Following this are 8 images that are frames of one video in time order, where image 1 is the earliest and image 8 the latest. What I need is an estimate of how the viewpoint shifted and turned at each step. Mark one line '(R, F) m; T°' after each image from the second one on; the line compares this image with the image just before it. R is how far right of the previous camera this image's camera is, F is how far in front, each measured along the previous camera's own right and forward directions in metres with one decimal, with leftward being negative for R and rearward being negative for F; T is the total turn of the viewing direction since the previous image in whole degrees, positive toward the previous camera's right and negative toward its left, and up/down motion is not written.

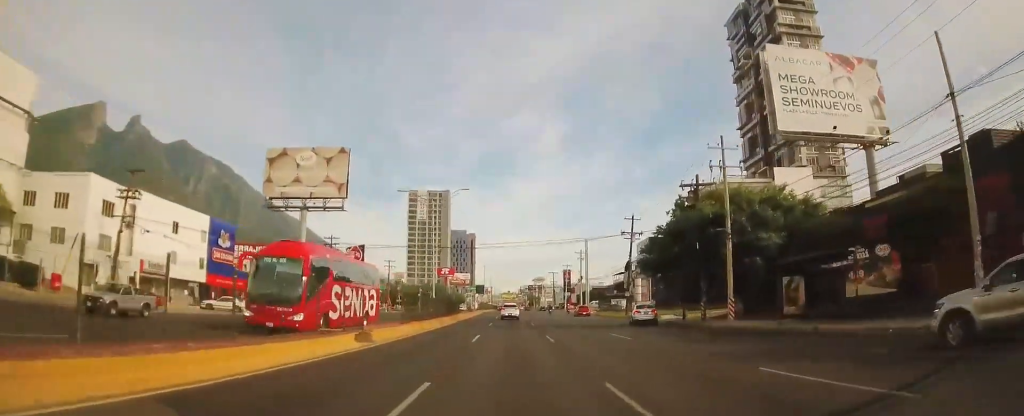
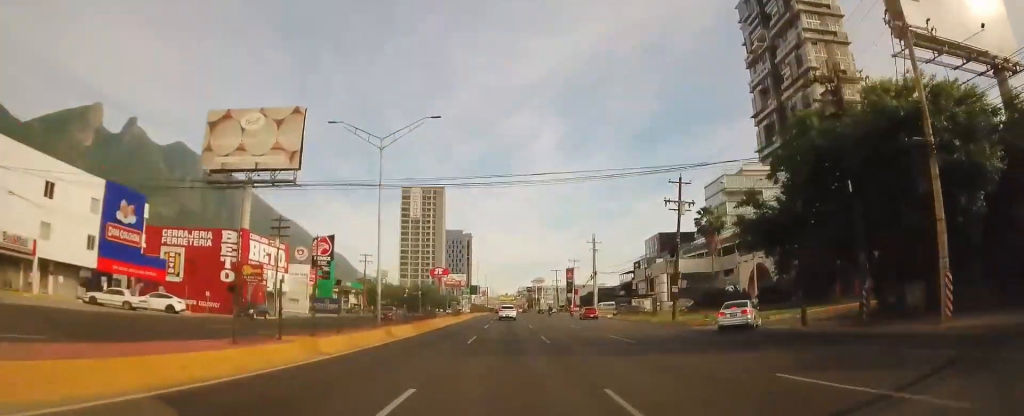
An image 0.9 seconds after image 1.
(-0.2, +17.5) m; 0°
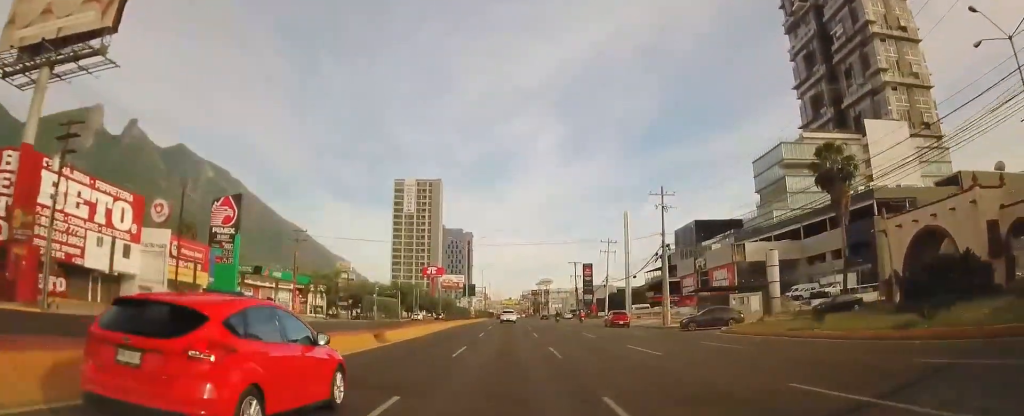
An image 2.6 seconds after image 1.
(+0.4, +34.3) m; 0°
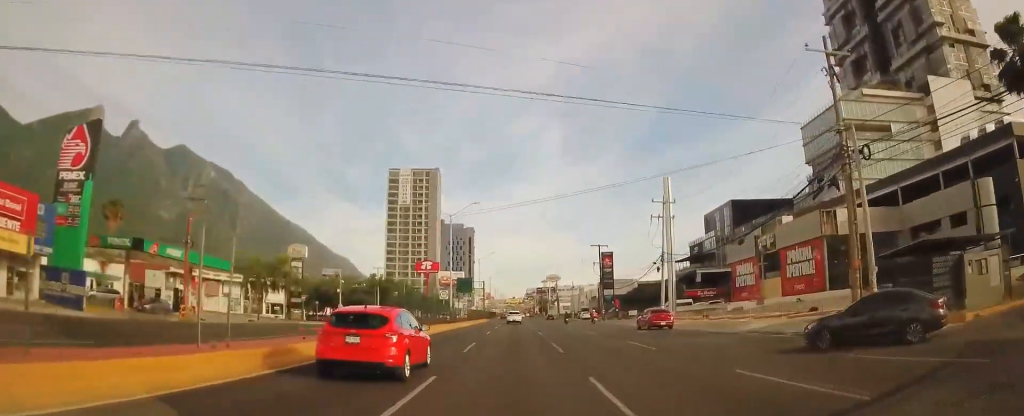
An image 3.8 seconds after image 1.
(-0.4, +24.9) m; -1°
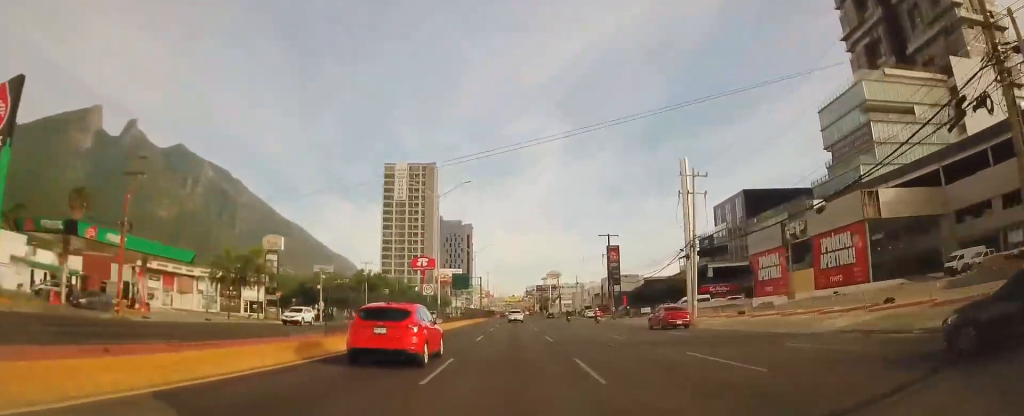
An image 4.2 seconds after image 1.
(0.0, +8.4) m; 0°
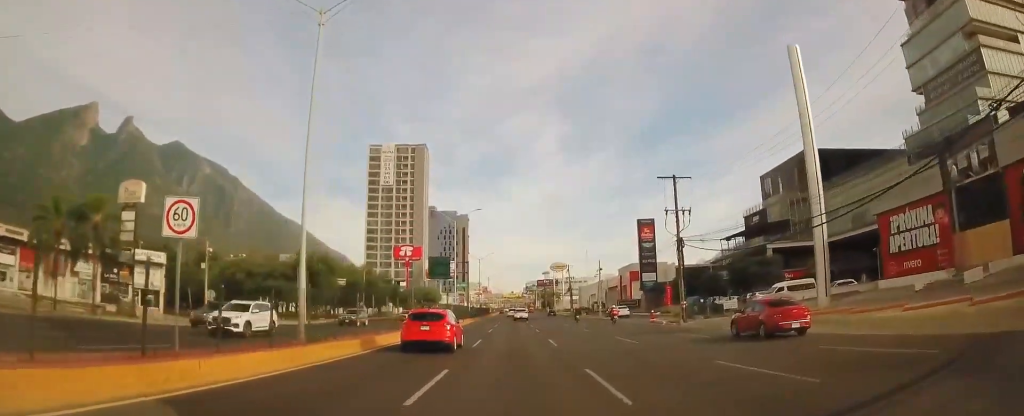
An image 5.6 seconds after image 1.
(+0.7, +29.5) m; +2°
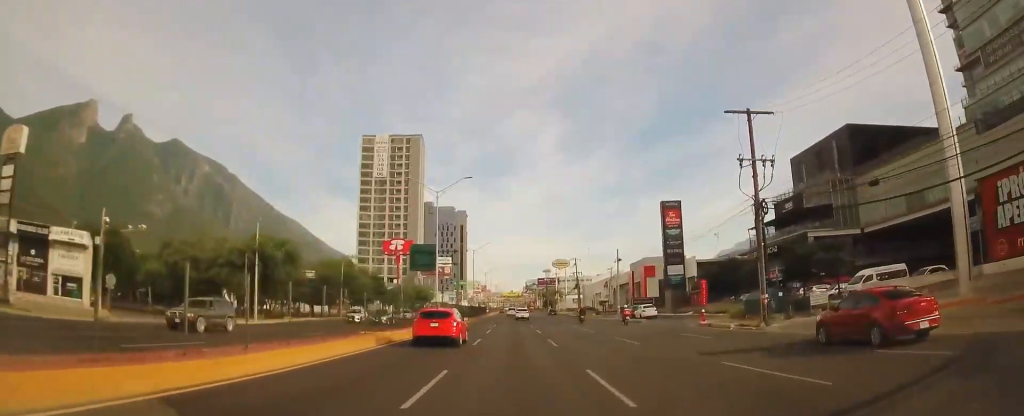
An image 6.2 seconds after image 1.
(+0.1, +13.8) m; 0°
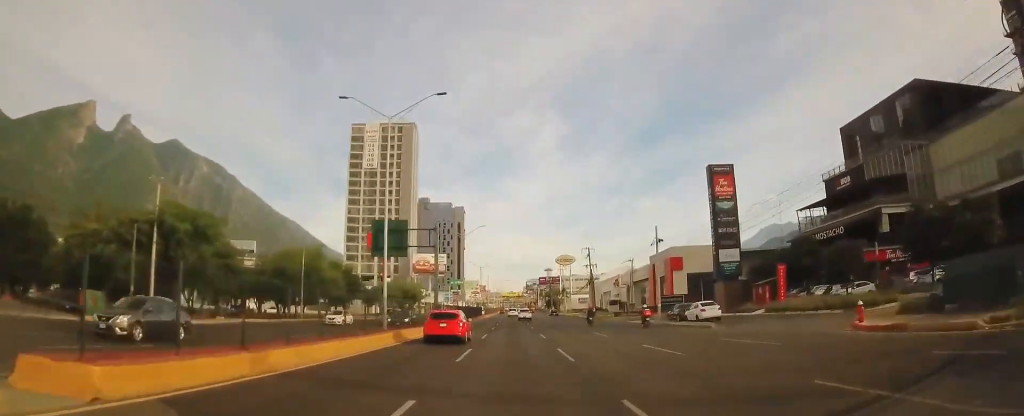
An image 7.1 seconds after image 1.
(-0.5, +17.9) m; -1°
